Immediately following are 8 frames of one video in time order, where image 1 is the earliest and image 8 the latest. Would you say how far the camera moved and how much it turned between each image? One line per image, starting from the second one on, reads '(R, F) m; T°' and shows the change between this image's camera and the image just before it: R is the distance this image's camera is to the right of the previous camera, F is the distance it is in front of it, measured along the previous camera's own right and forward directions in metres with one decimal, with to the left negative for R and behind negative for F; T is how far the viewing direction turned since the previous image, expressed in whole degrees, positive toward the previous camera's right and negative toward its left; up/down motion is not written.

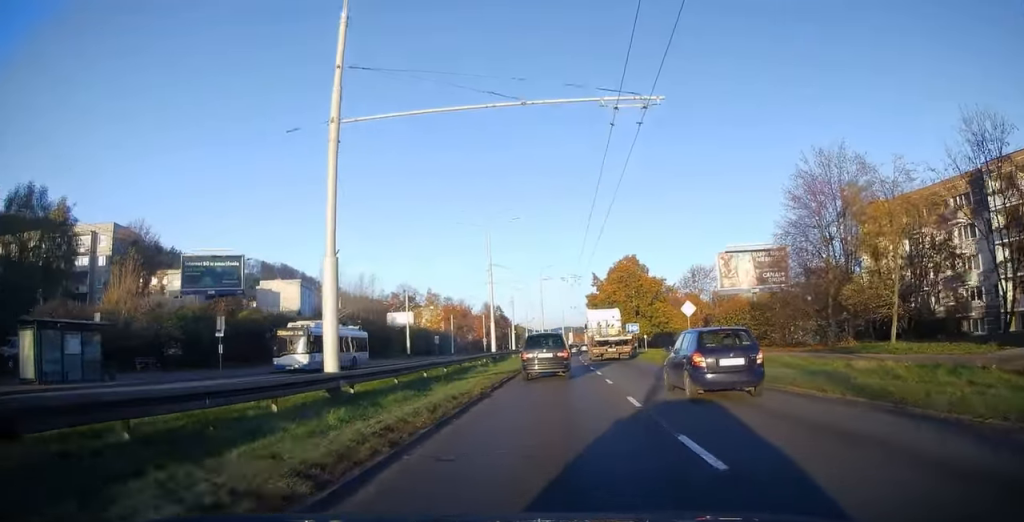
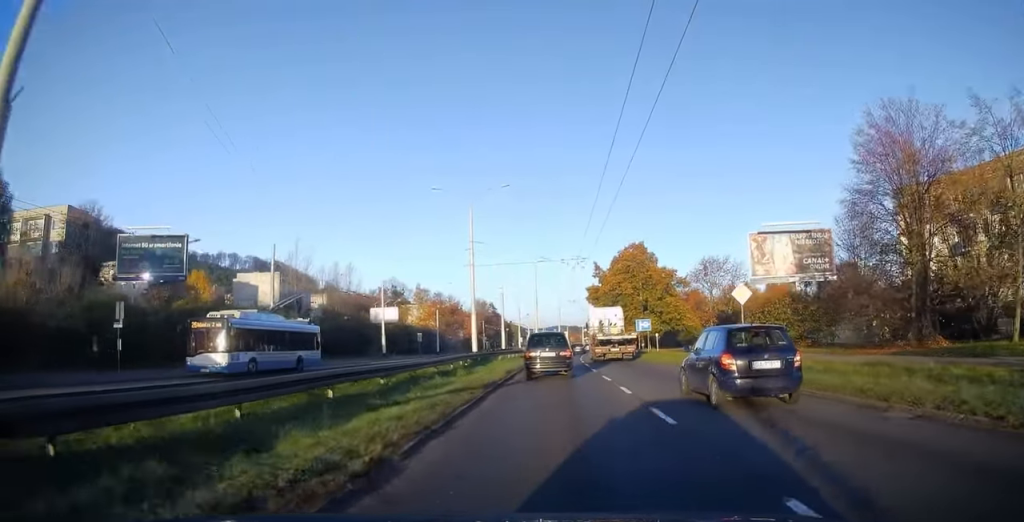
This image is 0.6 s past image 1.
(0.0, +9.4) m; +1°
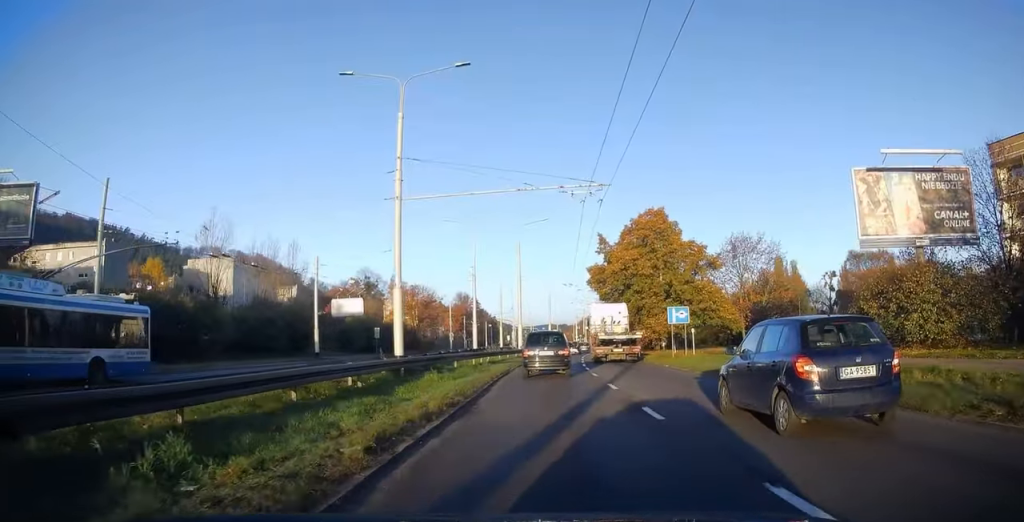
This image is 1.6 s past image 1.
(+0.2, +17.1) m; +1°
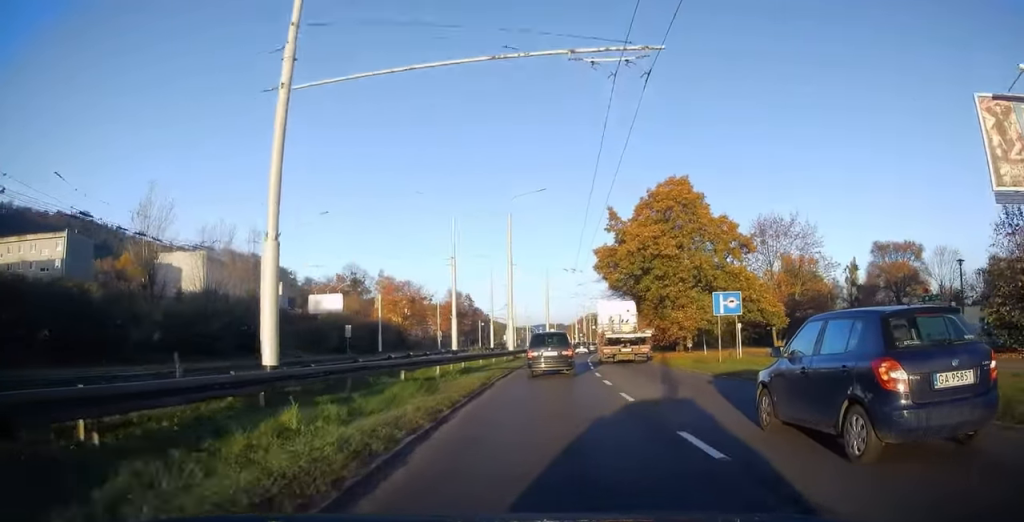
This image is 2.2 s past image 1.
(+0.2, +9.7) m; 0°
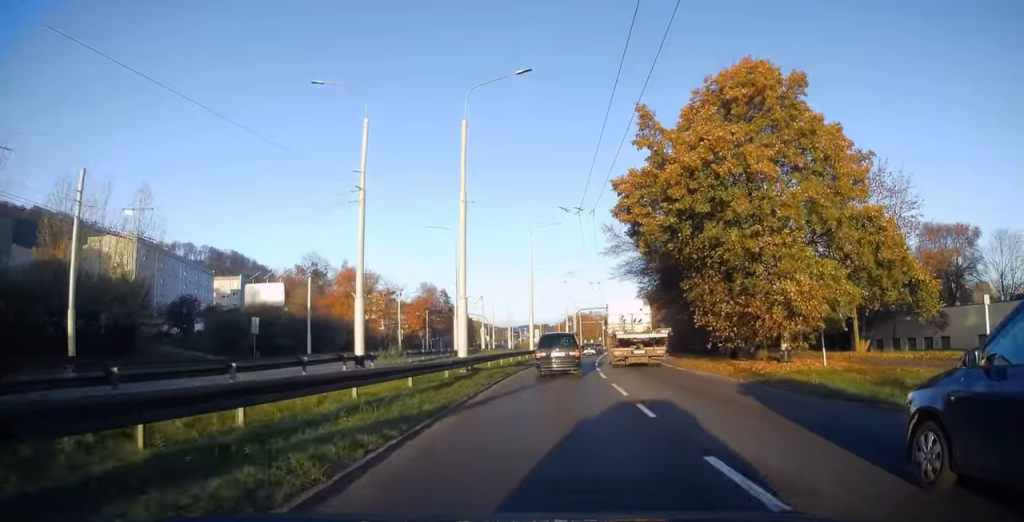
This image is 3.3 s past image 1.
(-0.2, +18.1) m; +2°
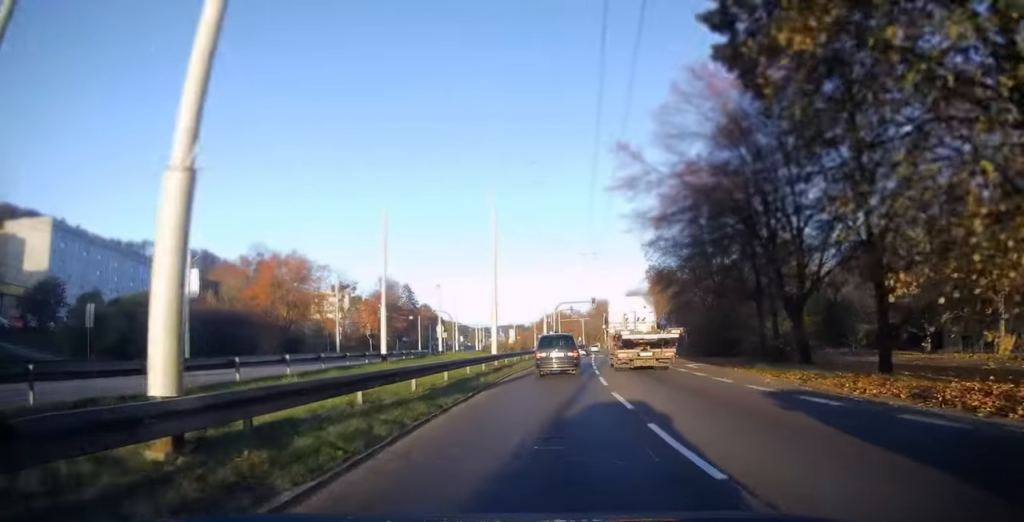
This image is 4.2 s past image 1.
(+0.7, +16.6) m; +3°
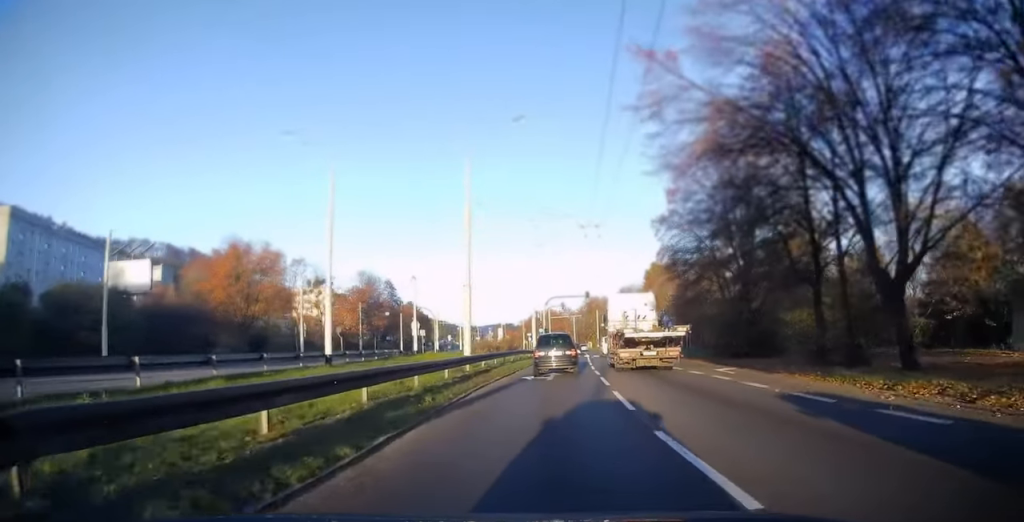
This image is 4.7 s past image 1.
(0.0, +7.6) m; 0°
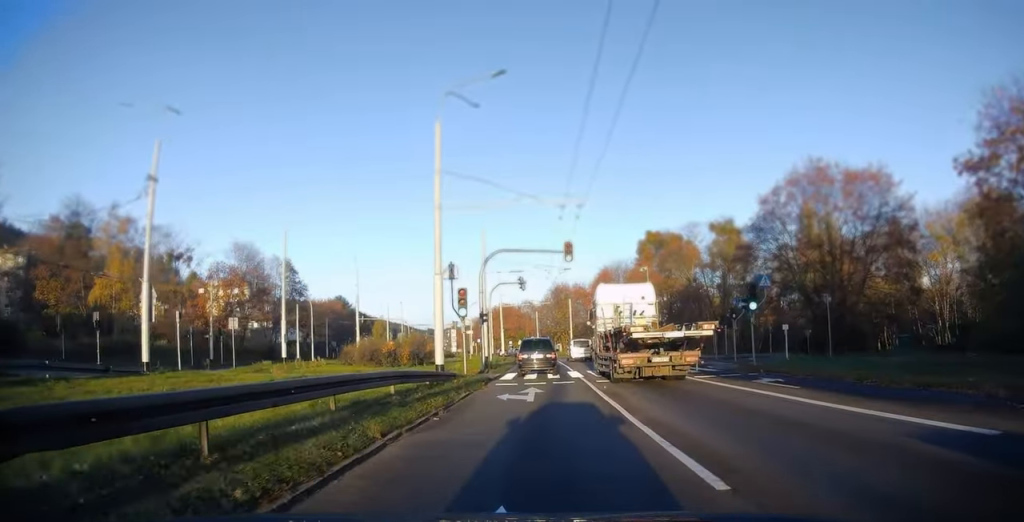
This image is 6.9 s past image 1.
(+0.8, +37.0) m; +3°
